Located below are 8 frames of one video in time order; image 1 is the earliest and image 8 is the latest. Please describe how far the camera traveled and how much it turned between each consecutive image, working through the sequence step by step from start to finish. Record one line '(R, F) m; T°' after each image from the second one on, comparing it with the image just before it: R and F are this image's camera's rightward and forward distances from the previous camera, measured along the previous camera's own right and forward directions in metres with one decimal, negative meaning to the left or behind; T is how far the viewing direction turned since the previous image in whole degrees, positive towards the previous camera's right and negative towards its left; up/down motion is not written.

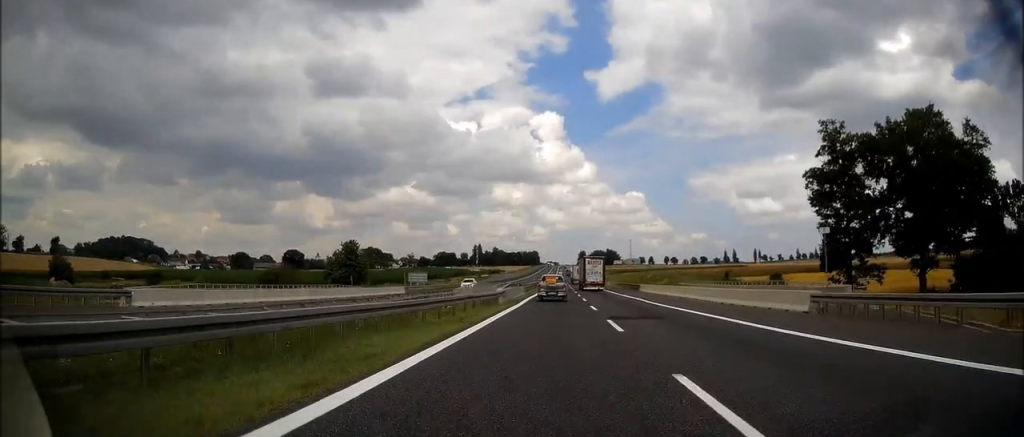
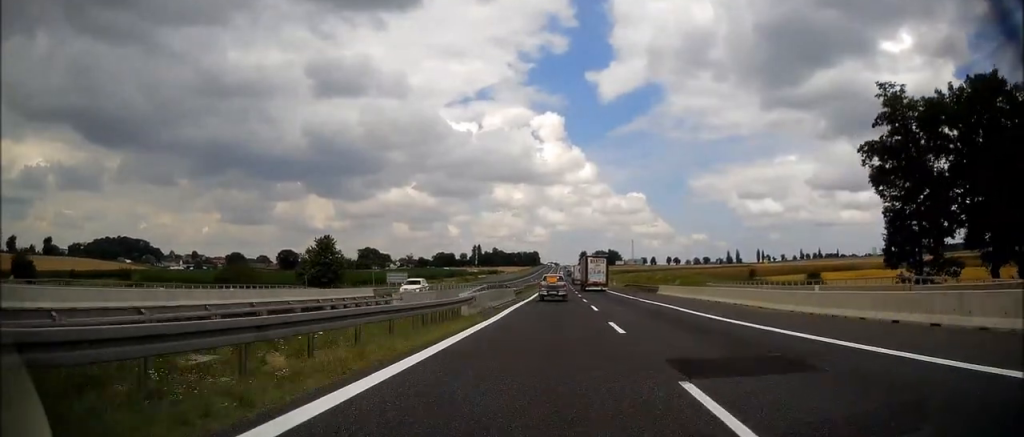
(0.0, +12.7) m; 0°
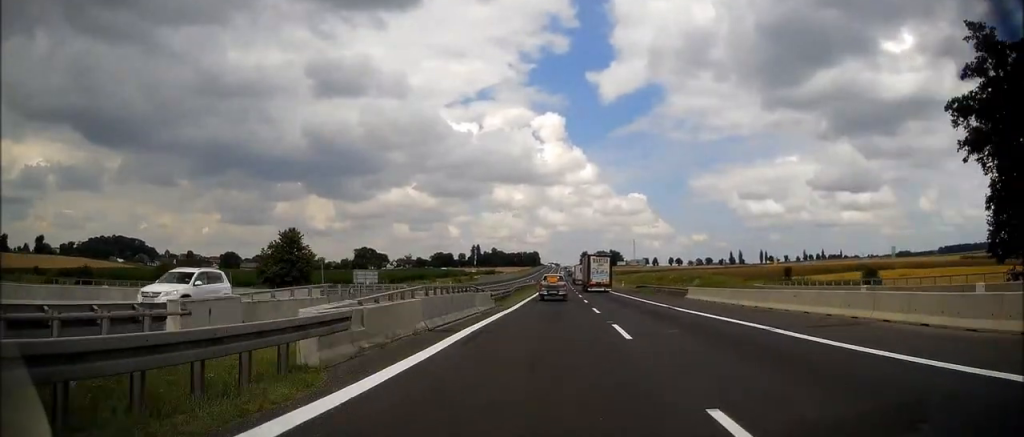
(0.0, +13.7) m; 0°
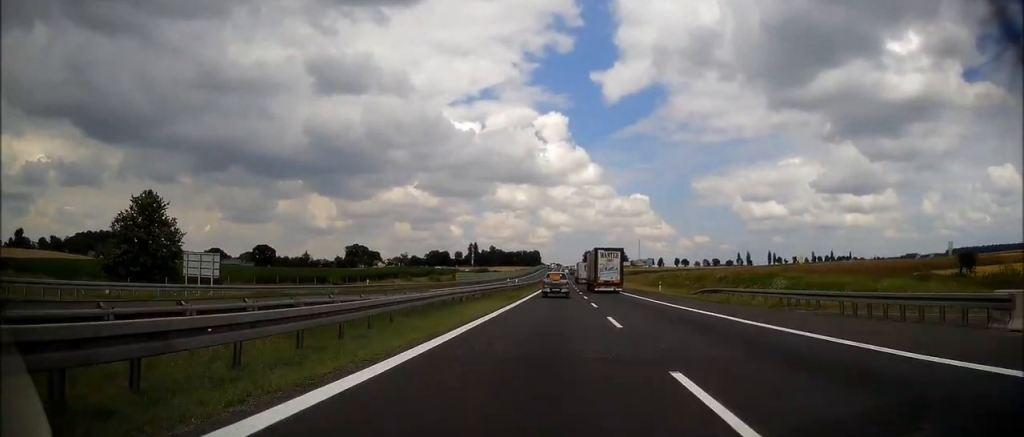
(0.0, +34.0) m; 0°
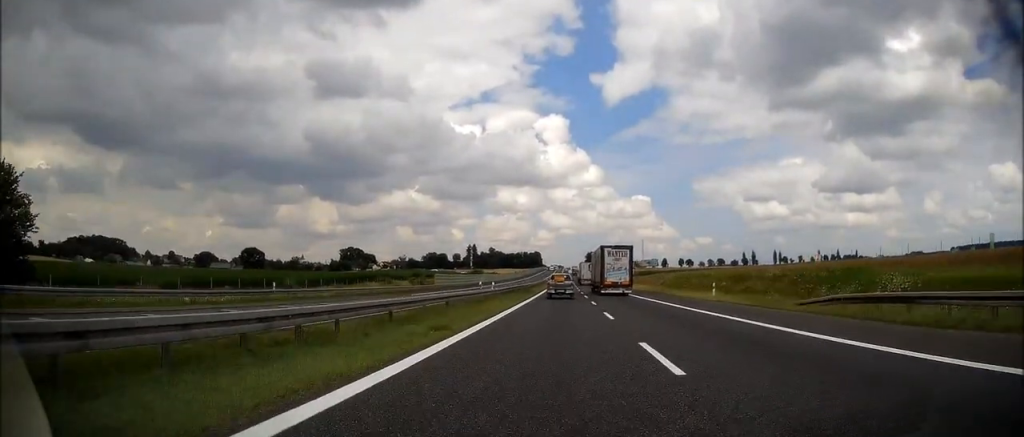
(+0.1, +20.2) m; 0°
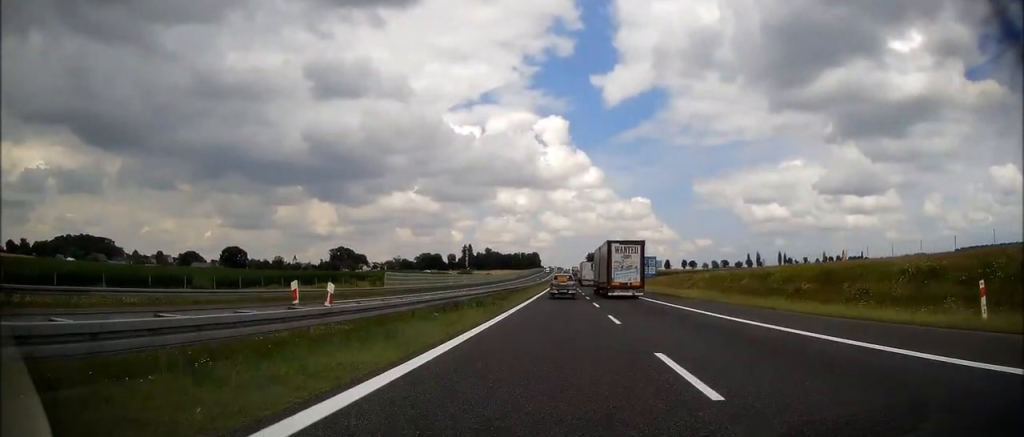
(-0.3, +25.8) m; 0°
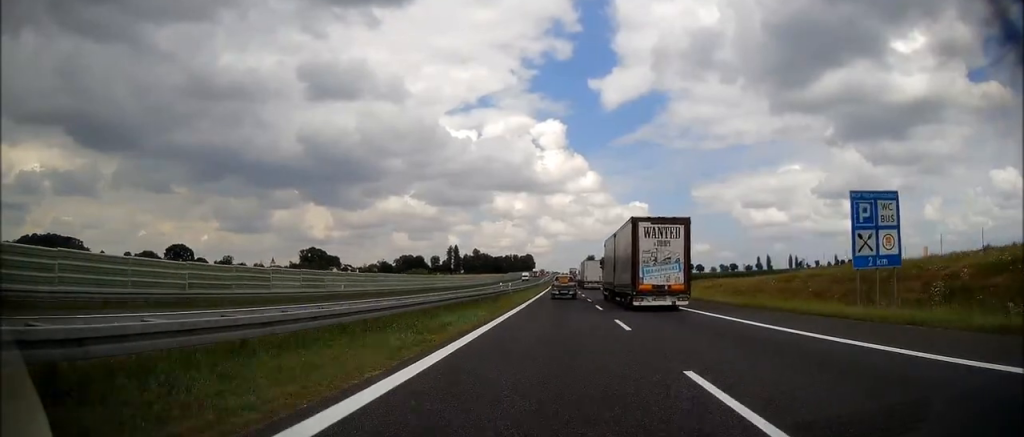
(+0.7, +62.7) m; +1°
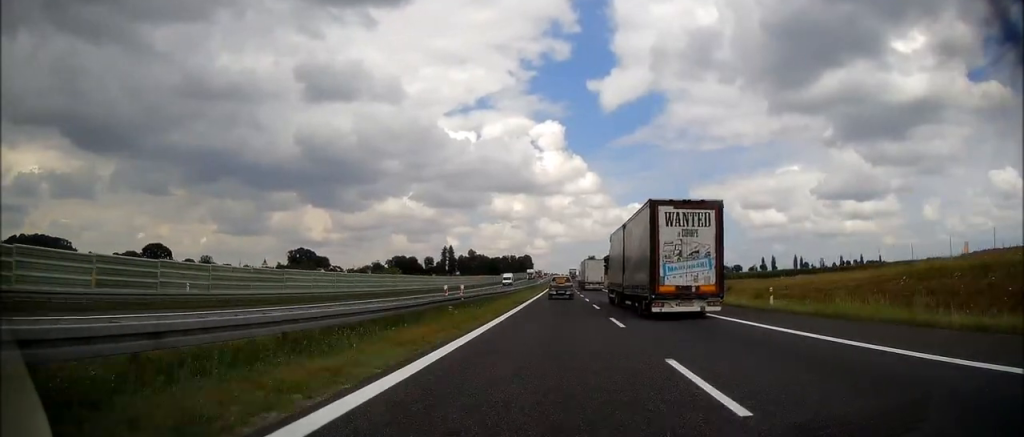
(-0.2, +22.6) m; 0°
